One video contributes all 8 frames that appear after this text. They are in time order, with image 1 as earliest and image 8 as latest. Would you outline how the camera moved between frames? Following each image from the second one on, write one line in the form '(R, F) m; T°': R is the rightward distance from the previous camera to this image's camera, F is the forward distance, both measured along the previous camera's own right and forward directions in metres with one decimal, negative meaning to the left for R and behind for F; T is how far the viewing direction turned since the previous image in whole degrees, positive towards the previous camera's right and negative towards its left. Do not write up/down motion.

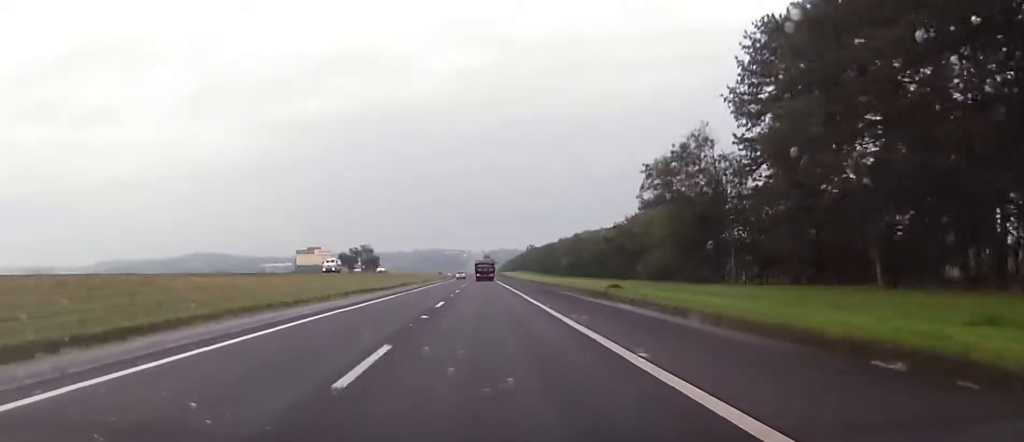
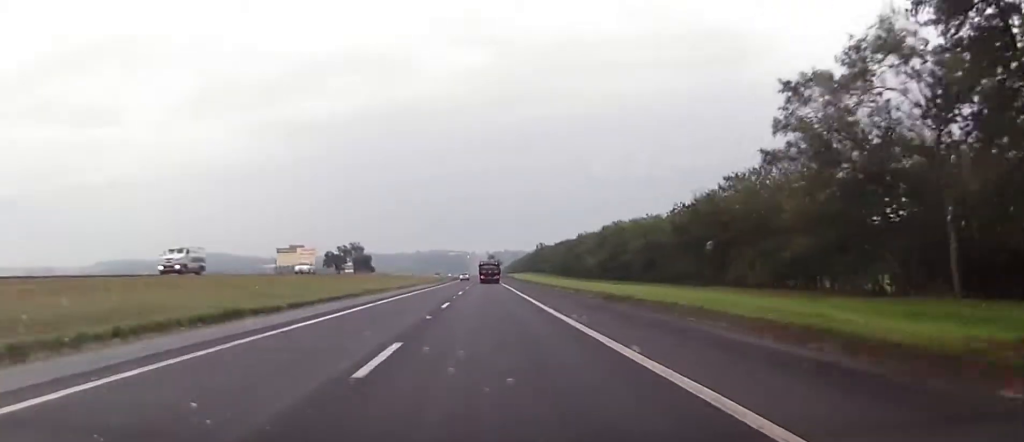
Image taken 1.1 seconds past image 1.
(-0.1, +31.8) m; 0°
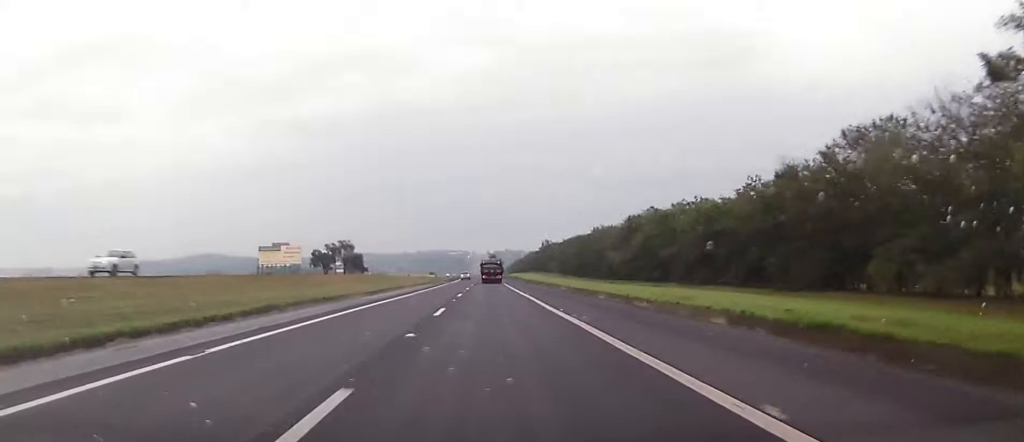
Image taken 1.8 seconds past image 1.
(+0.2, +21.2) m; 0°
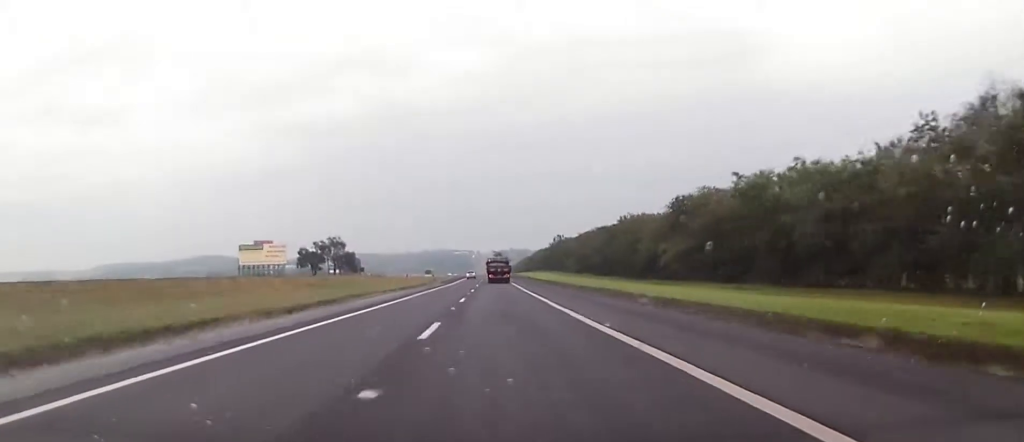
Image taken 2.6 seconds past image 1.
(-0.2, +22.9) m; -1°
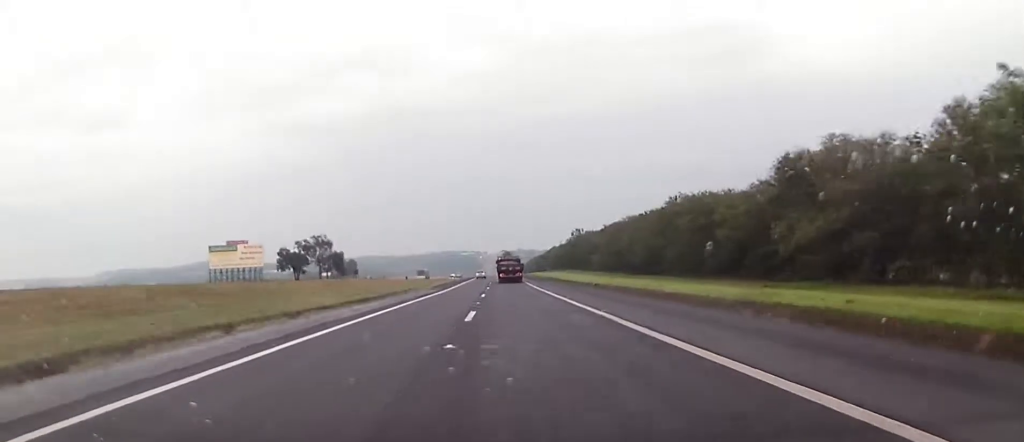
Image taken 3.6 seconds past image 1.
(-0.4, +27.4) m; -1°
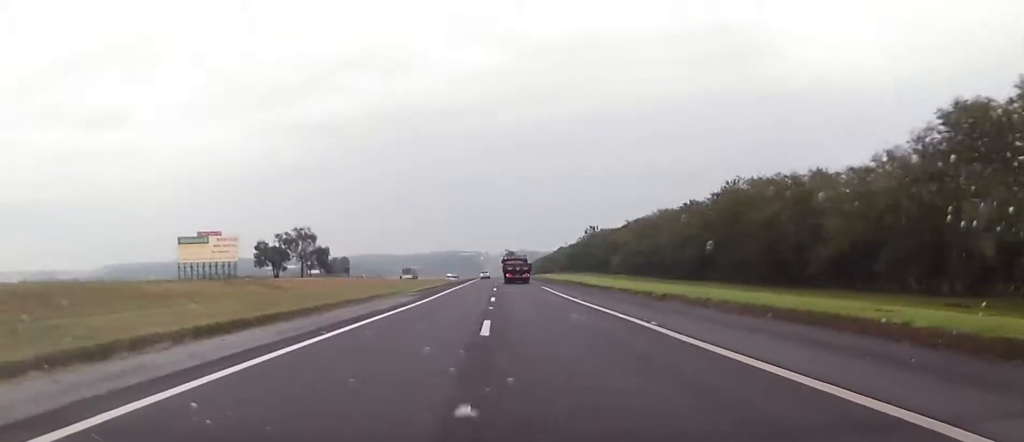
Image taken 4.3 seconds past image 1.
(-0.1, +19.4) m; 0°
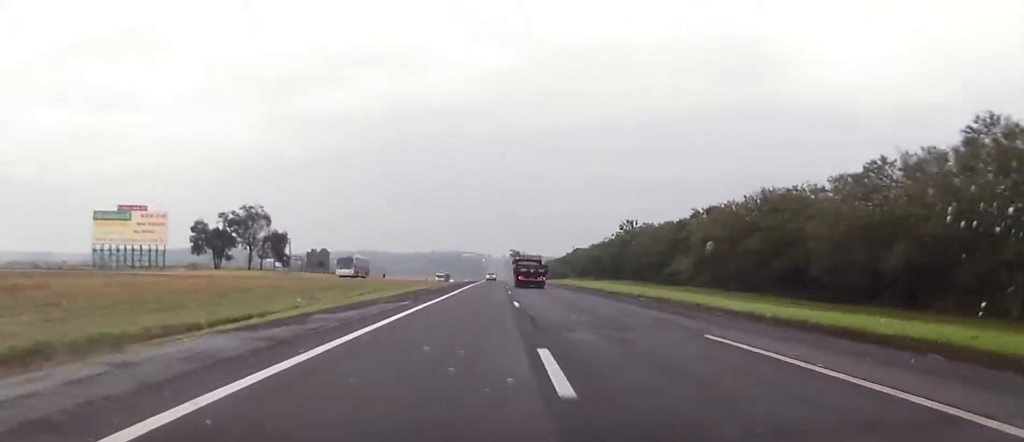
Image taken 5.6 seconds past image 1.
(+0.2, +35.7) m; 0°
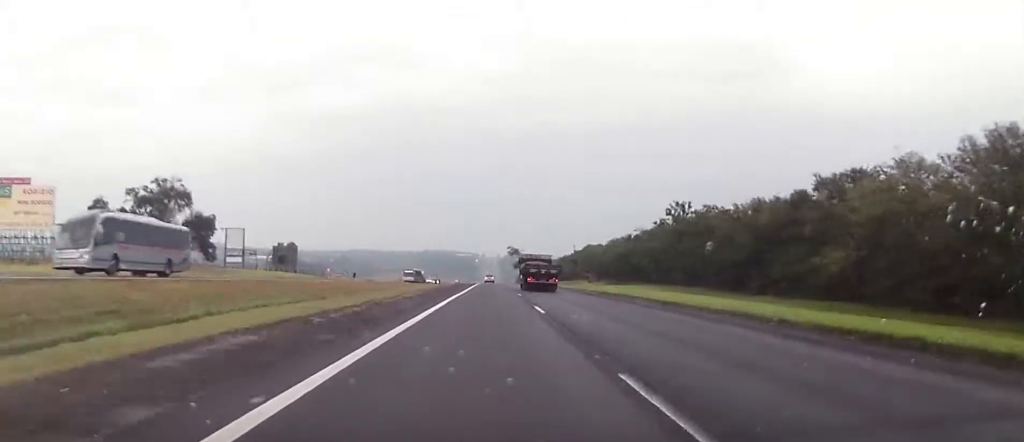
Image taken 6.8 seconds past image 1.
(-0.1, +29.2) m; 0°
